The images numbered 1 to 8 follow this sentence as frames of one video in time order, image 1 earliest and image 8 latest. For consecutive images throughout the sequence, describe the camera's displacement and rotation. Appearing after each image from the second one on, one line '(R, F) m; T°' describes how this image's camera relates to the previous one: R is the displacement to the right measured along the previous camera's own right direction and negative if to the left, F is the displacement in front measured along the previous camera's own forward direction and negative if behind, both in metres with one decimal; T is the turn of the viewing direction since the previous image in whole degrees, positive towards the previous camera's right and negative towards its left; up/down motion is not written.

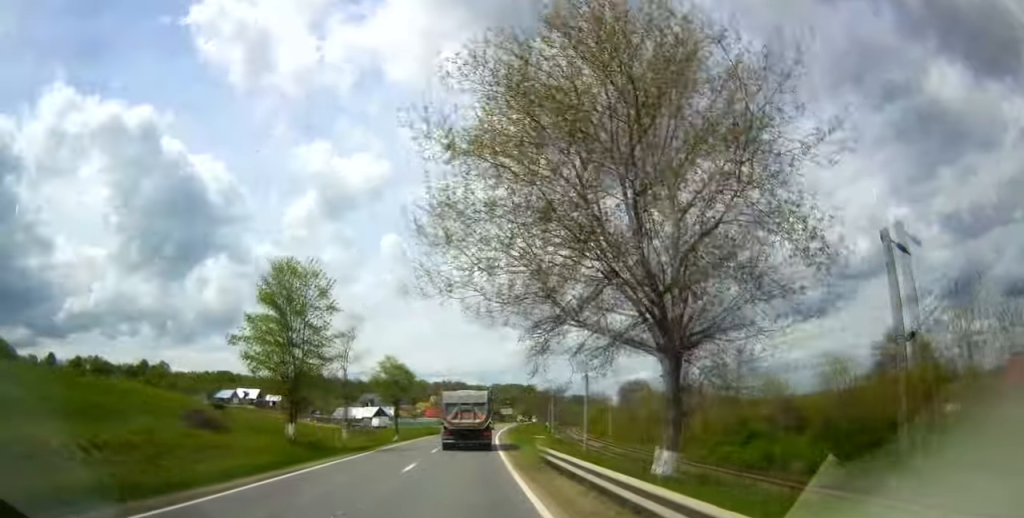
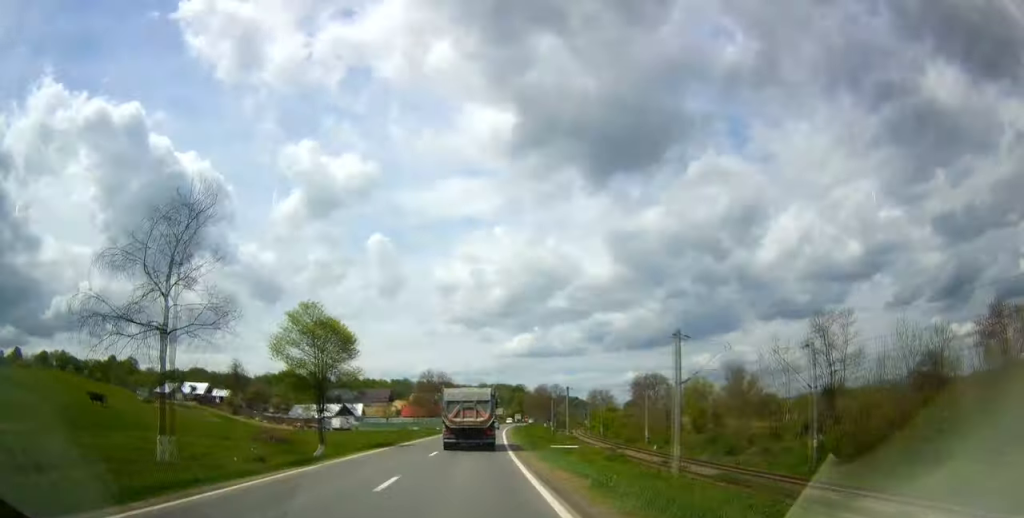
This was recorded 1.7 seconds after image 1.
(-0.2, +28.9) m; 0°
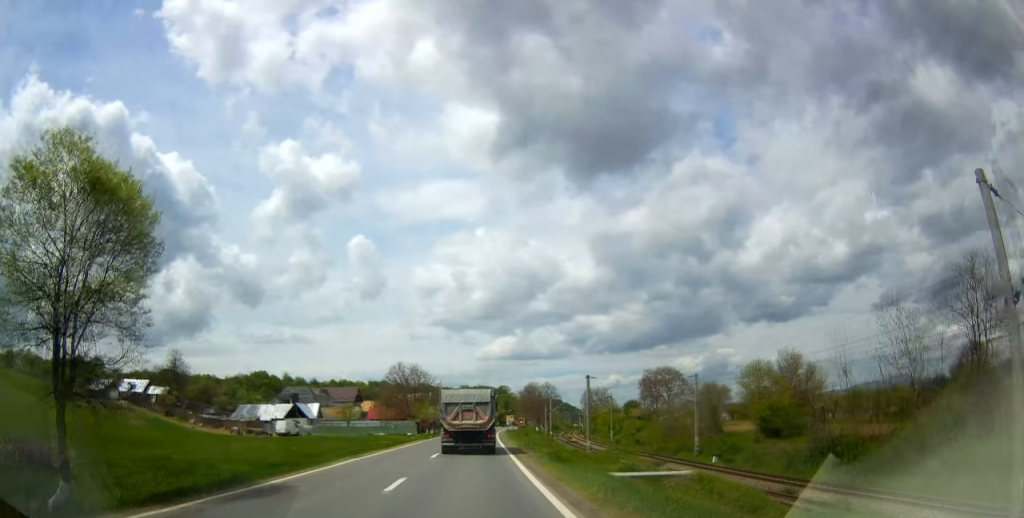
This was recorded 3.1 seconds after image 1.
(+0.4, +23.5) m; 0°
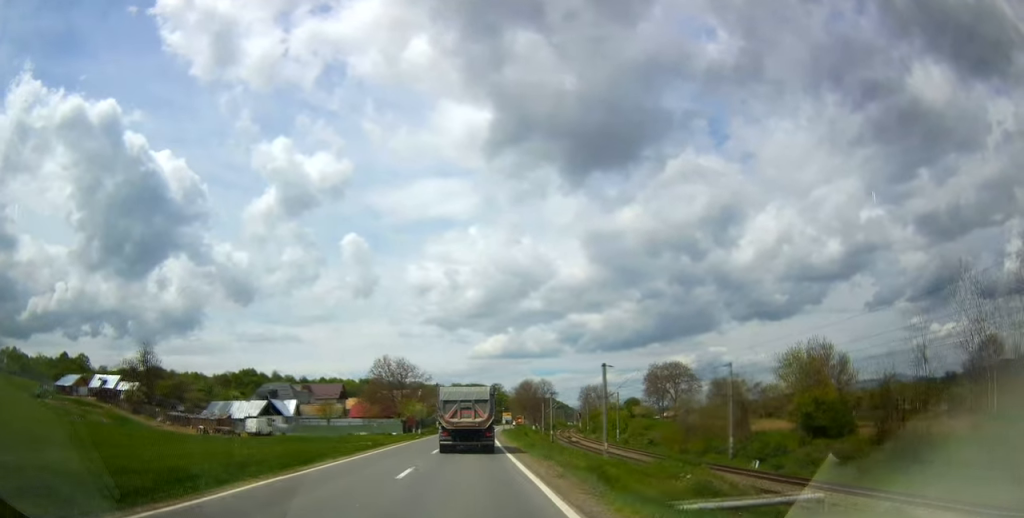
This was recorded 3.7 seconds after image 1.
(-0.3, +9.5) m; 0°
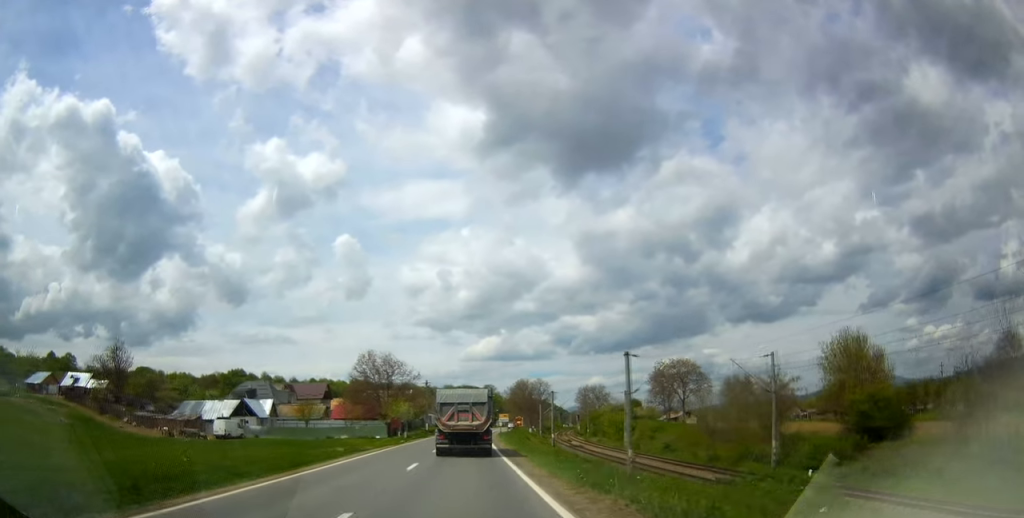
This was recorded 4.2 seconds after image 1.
(0.0, +8.8) m; 0°
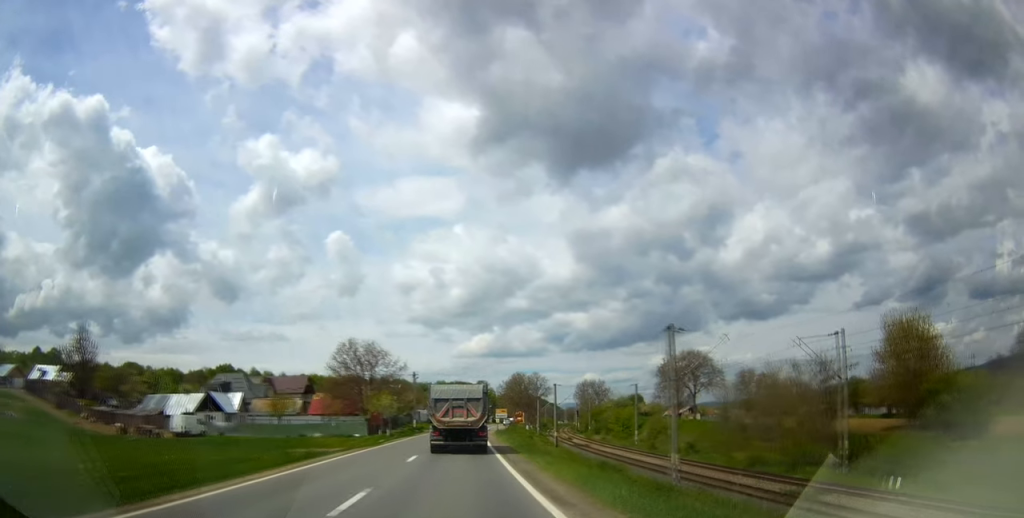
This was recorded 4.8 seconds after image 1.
(+0.2, +9.5) m; +1°
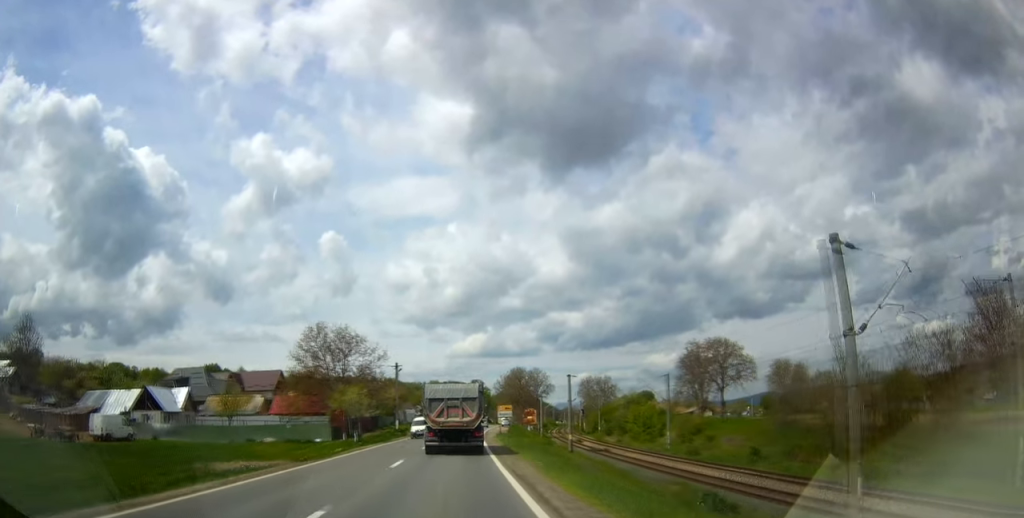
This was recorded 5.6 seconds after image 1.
(+0.2, +14.8) m; +1°
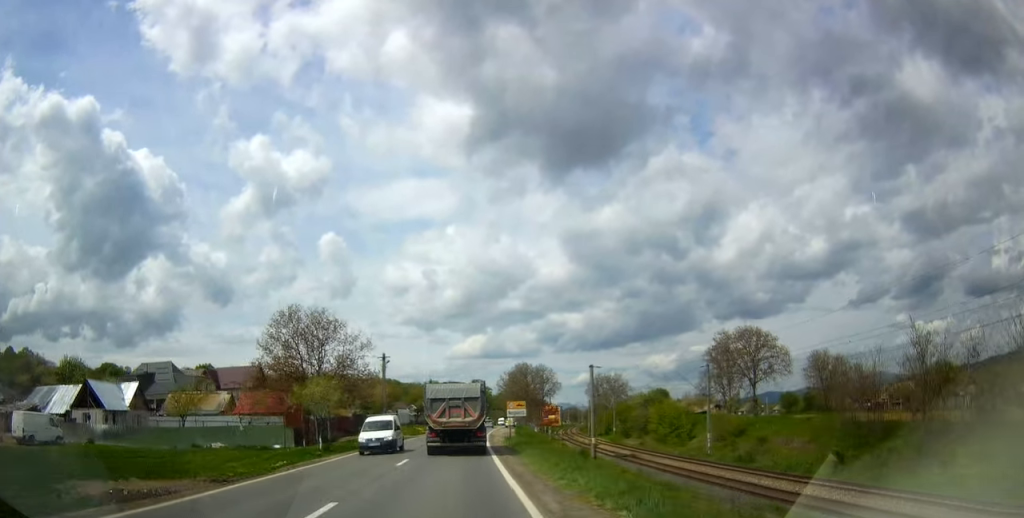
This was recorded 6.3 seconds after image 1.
(0.0, +11.4) m; +1°
